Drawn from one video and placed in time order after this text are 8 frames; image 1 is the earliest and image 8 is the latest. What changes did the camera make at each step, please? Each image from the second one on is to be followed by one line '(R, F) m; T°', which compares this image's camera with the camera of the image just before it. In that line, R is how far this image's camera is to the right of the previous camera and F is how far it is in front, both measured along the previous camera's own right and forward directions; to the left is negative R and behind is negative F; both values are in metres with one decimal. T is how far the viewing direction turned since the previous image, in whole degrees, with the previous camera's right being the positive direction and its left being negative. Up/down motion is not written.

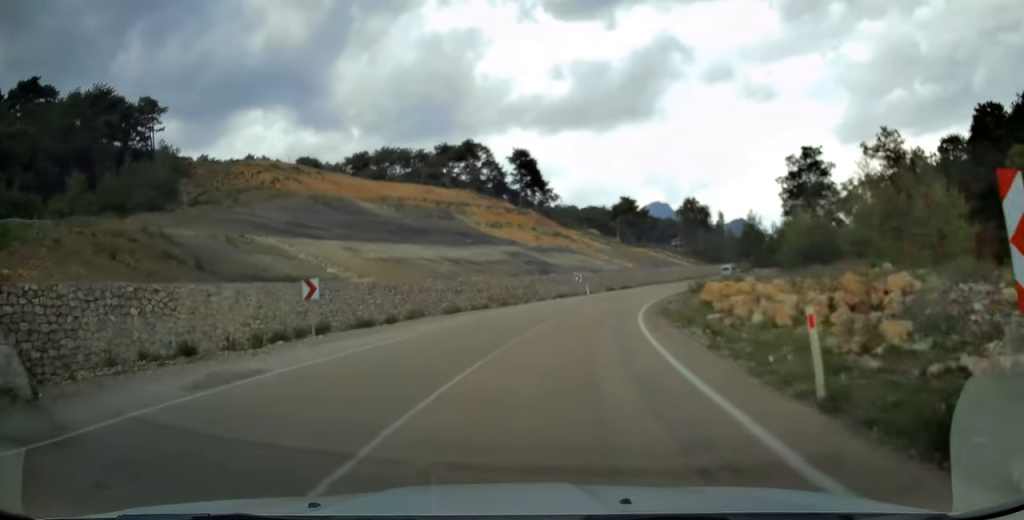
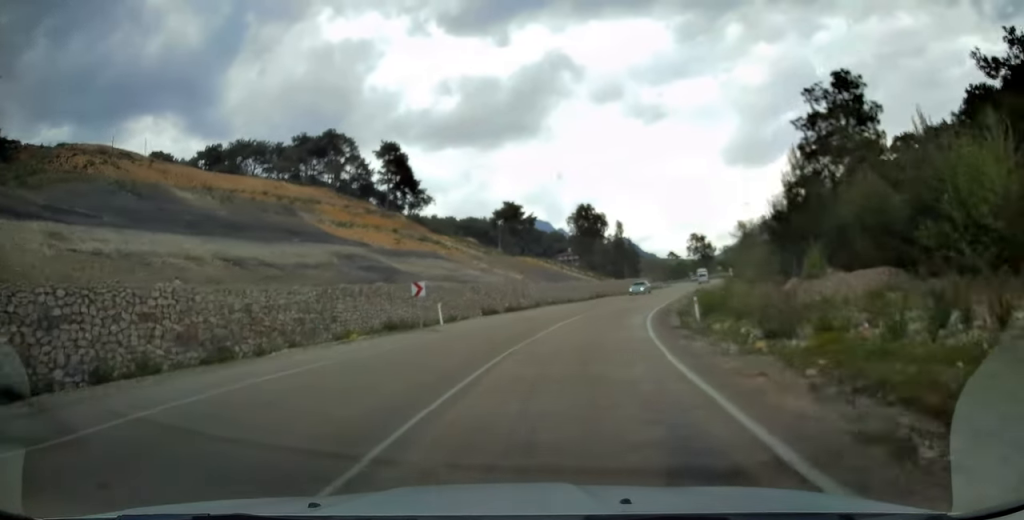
(+3.3, +32.1) m; +12°
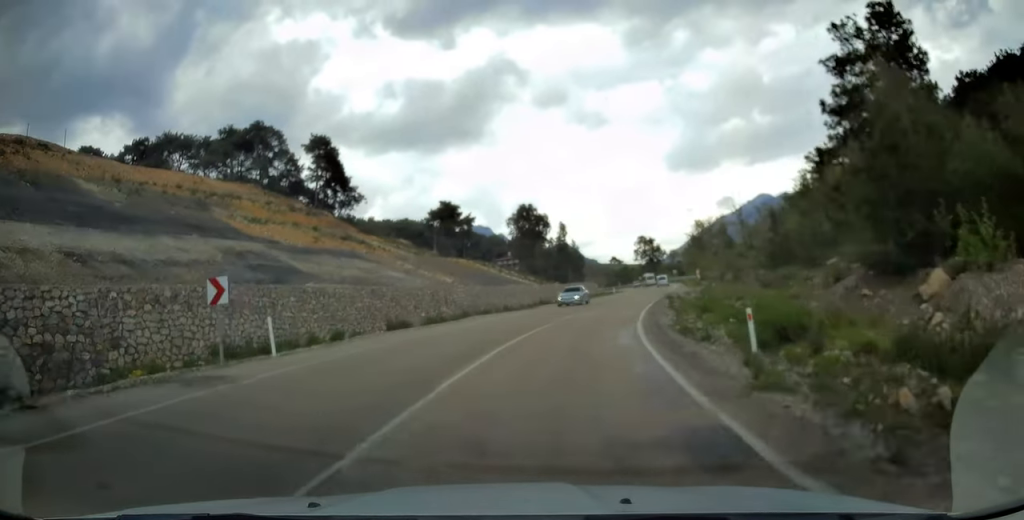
(+0.5, +12.5) m; +5°
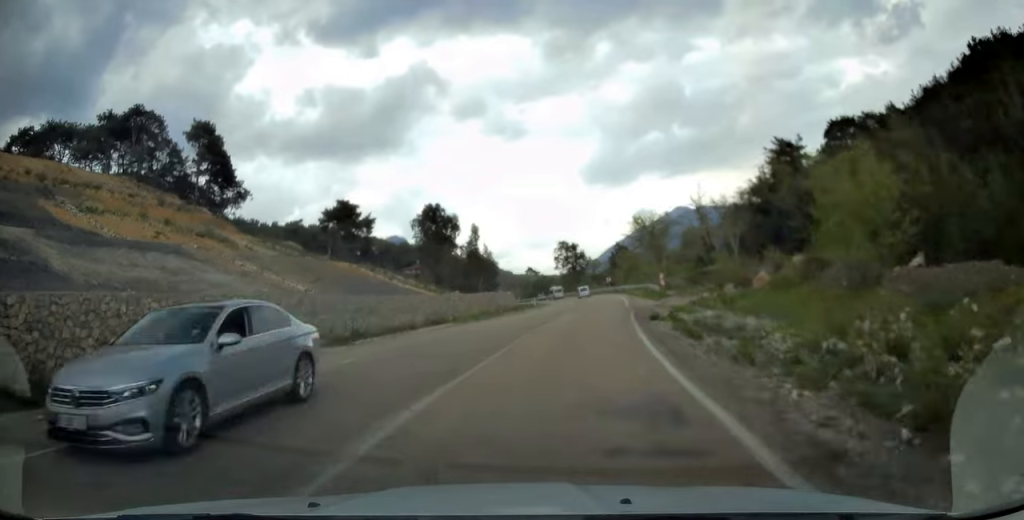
(+1.8, +22.9) m; +7°
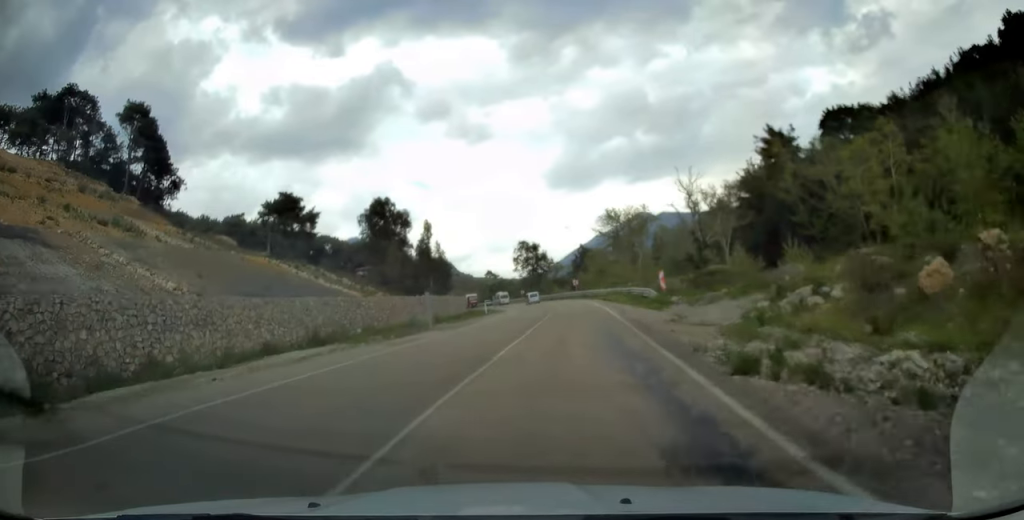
(+0.5, +14.8) m; +3°
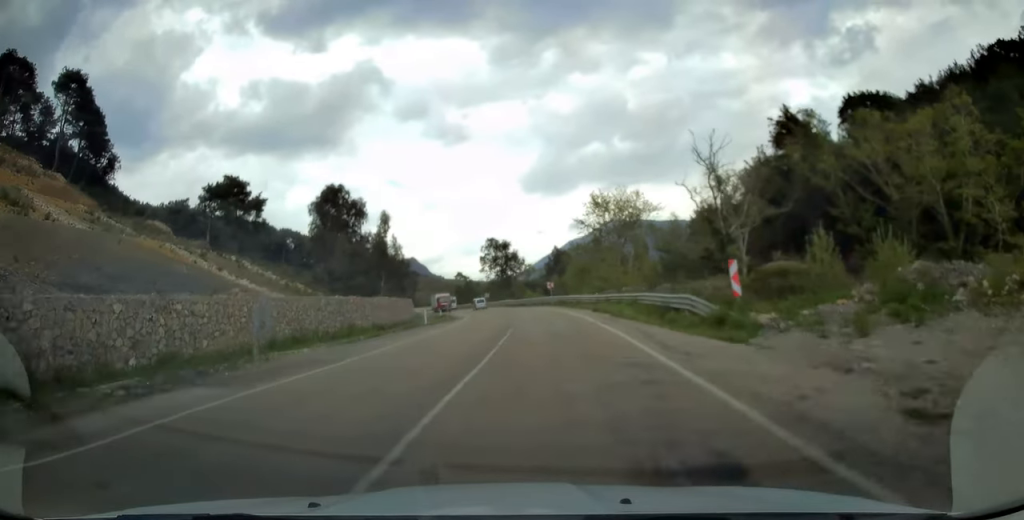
(+0.4, +17.4) m; +2°
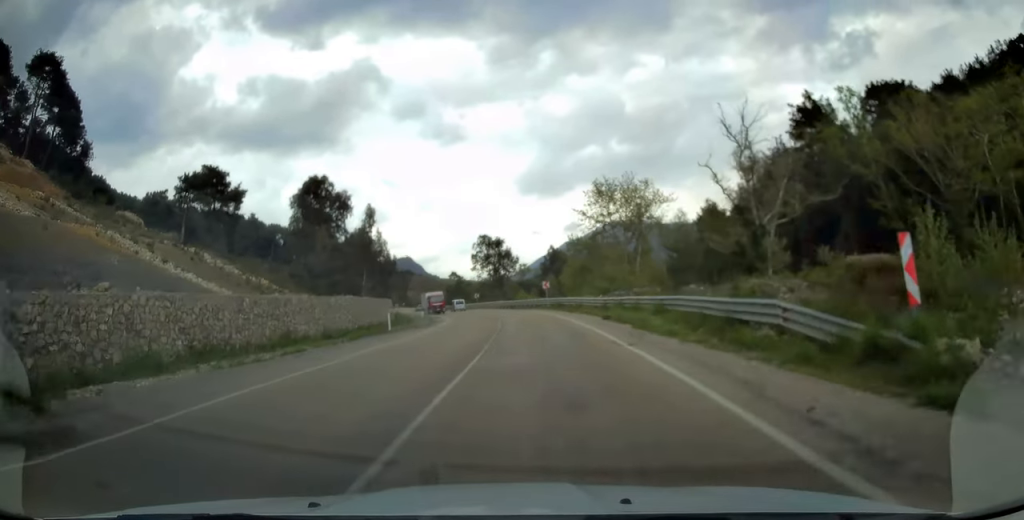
(+0.1, +8.8) m; 0°
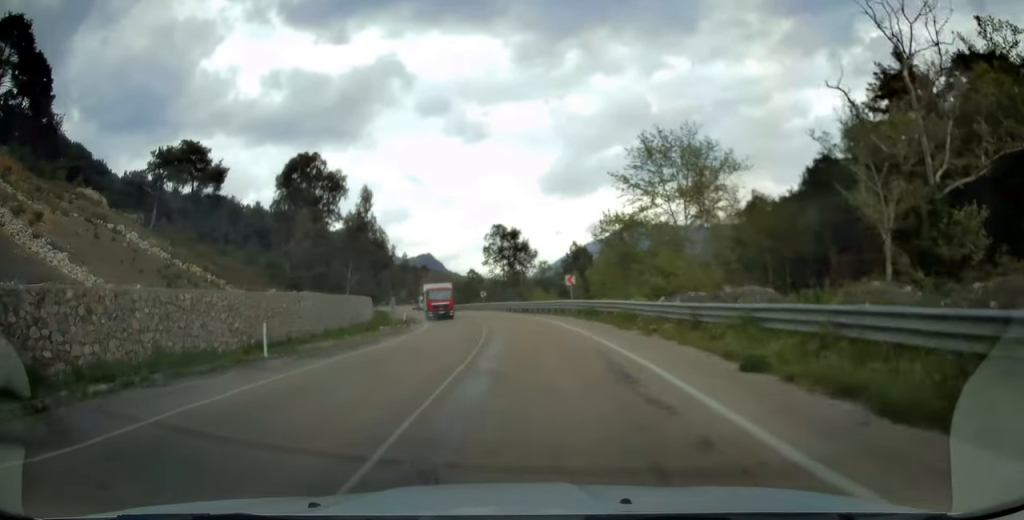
(0.0, +17.8) m; -1°
